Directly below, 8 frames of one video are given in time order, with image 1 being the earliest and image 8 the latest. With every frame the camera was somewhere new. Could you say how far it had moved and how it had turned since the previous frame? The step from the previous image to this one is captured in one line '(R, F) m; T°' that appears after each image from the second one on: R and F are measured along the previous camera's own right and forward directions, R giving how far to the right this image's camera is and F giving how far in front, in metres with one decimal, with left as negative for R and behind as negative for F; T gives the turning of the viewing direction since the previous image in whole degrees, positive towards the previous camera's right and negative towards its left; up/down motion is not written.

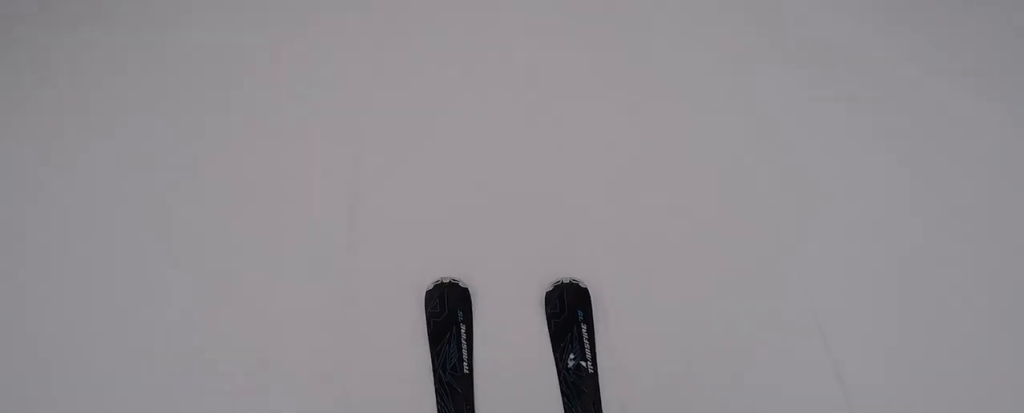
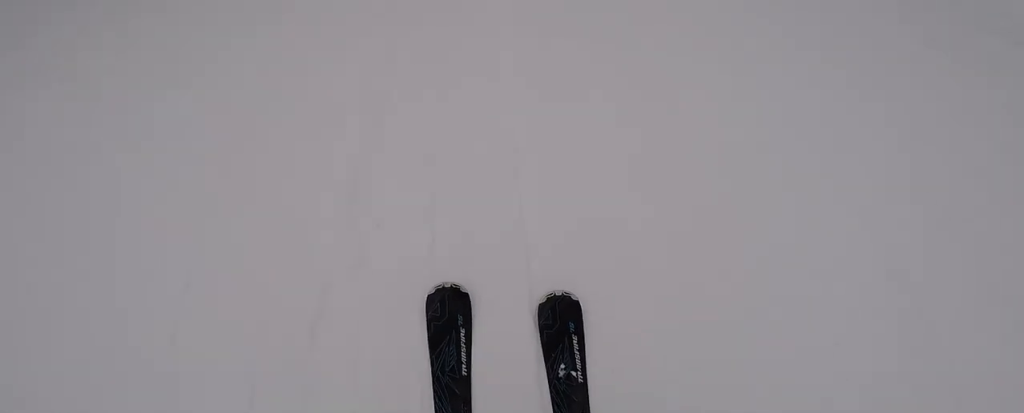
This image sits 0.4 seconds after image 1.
(-0.2, +4.5) m; -3°
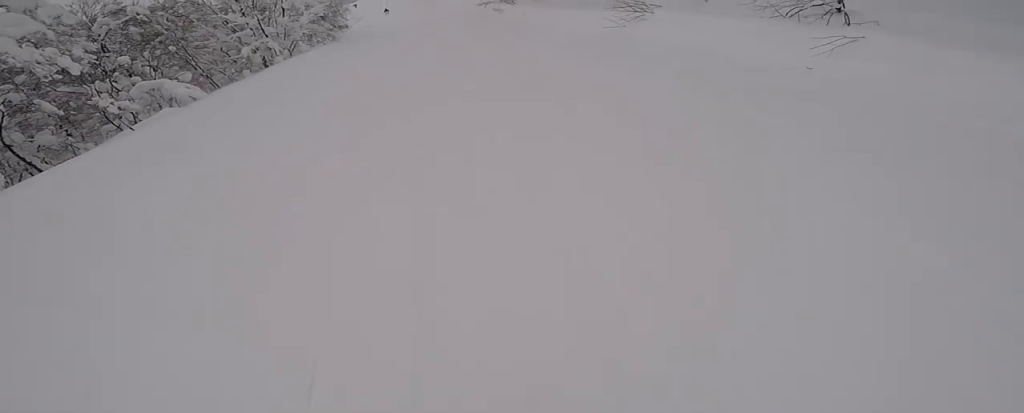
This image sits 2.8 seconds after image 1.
(+1.7, +23.0) m; +4°
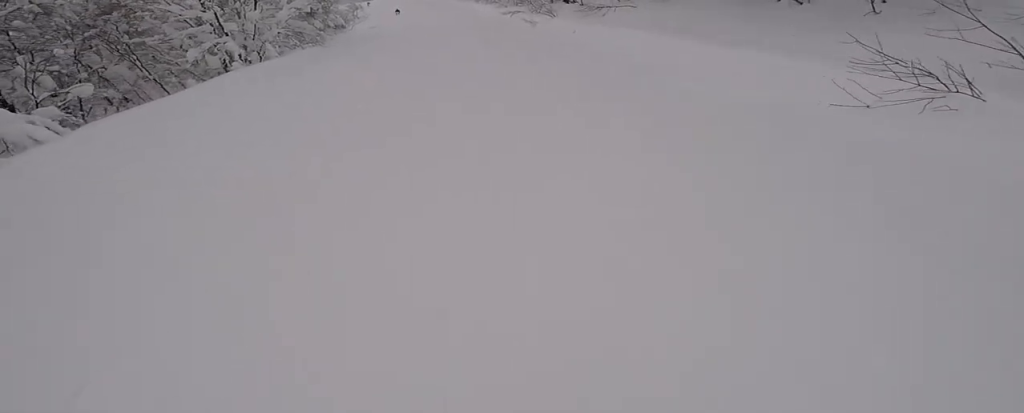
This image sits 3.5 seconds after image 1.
(-1.2, +7.1) m; -7°
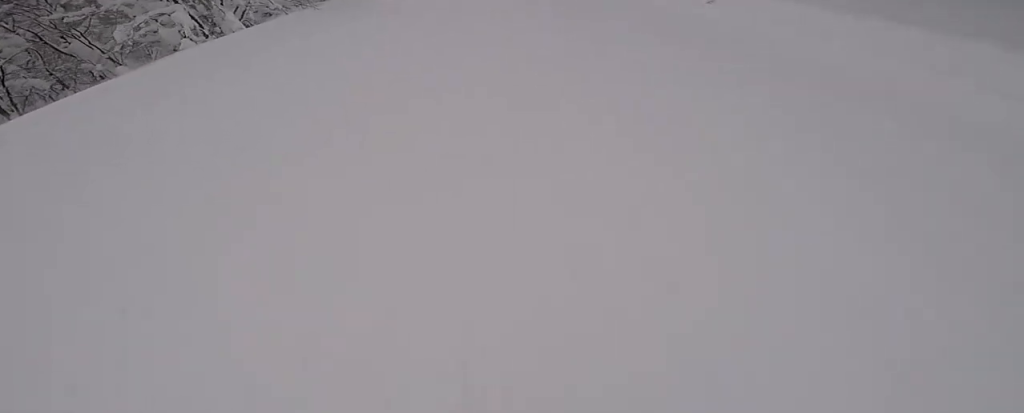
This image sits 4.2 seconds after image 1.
(-0.3, +6.8) m; +1°
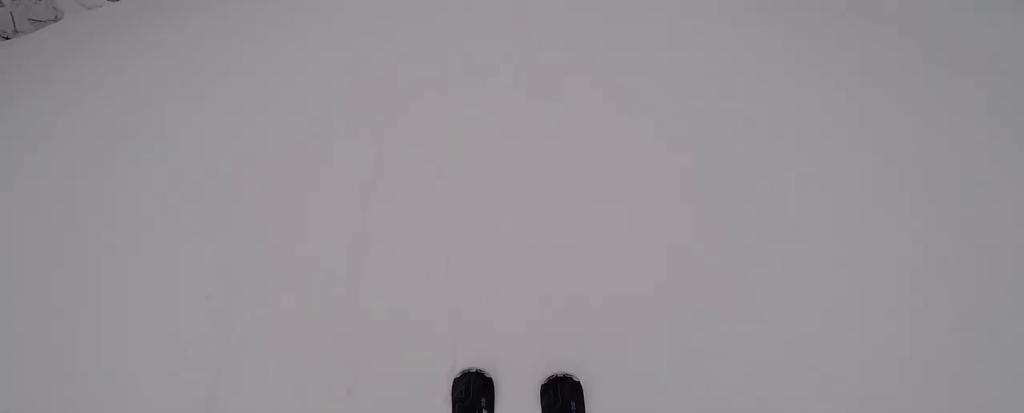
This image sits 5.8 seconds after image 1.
(+1.7, +15.7) m; +7°
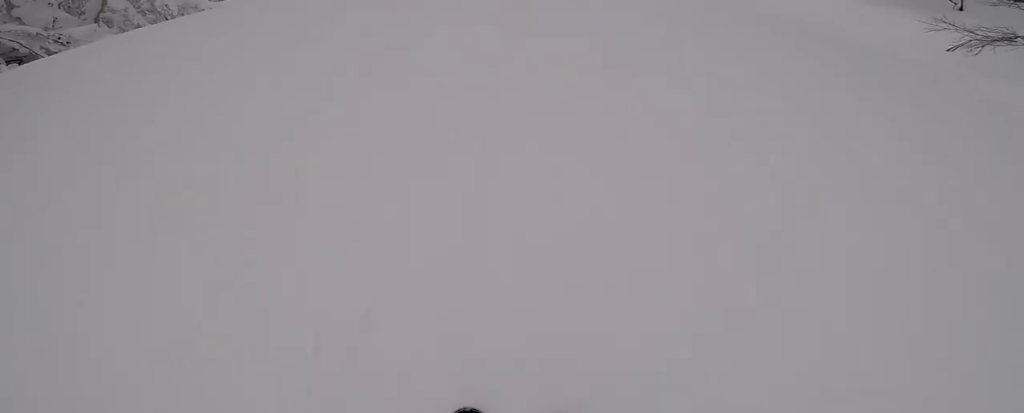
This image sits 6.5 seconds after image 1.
(-0.5, +7.1) m; -6°
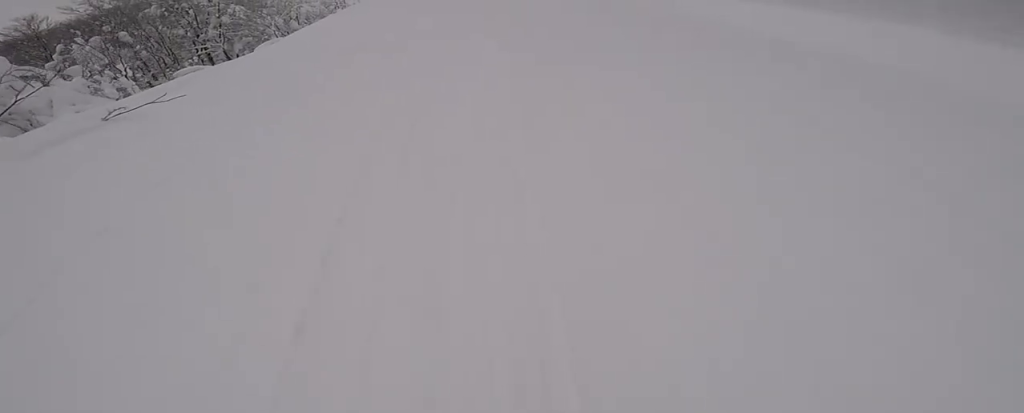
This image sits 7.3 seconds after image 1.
(-0.4, +7.3) m; -2°
